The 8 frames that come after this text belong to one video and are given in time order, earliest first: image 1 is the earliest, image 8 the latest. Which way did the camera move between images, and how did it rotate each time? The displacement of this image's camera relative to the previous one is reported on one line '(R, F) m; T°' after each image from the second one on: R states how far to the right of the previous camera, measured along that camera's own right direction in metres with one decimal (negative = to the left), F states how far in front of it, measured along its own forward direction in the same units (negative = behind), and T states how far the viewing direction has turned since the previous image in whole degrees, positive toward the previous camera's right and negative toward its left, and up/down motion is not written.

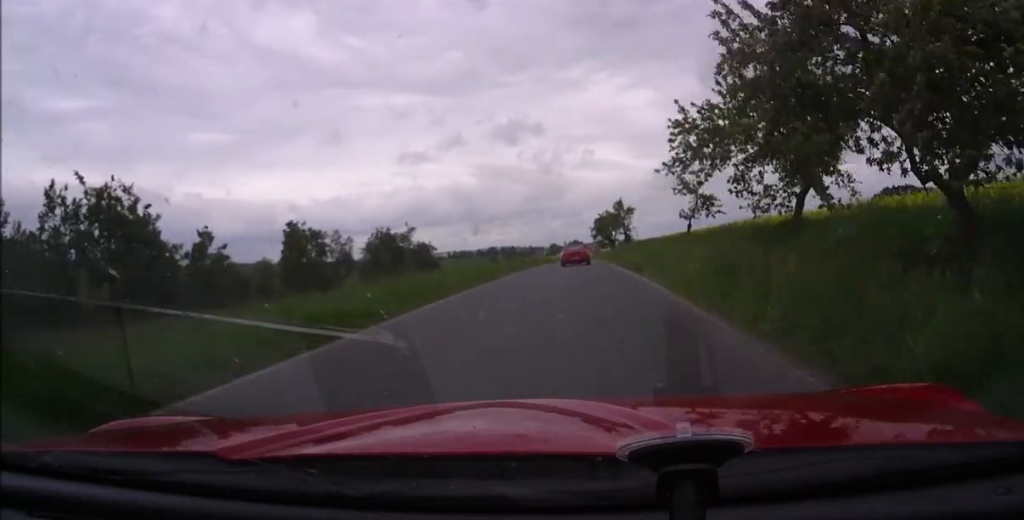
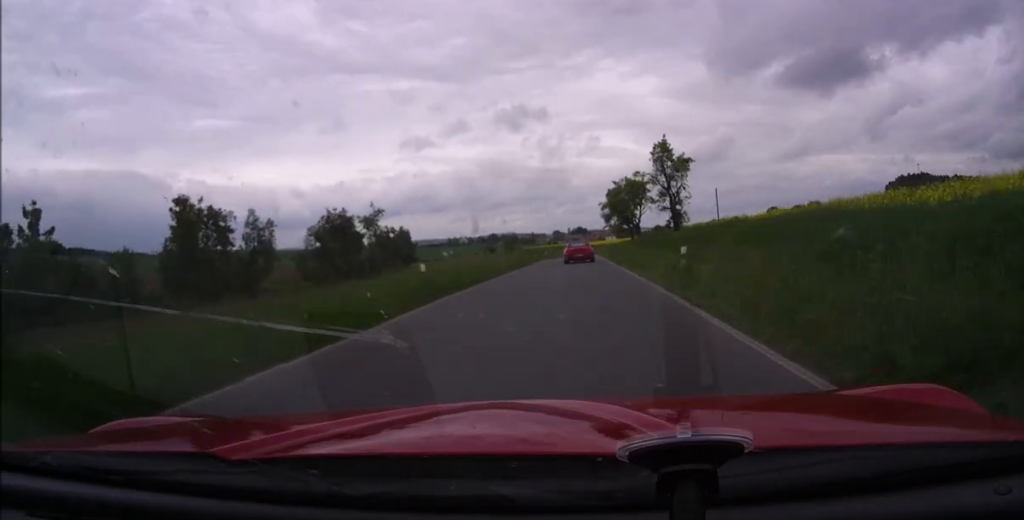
(+0.1, +40.4) m; 0°
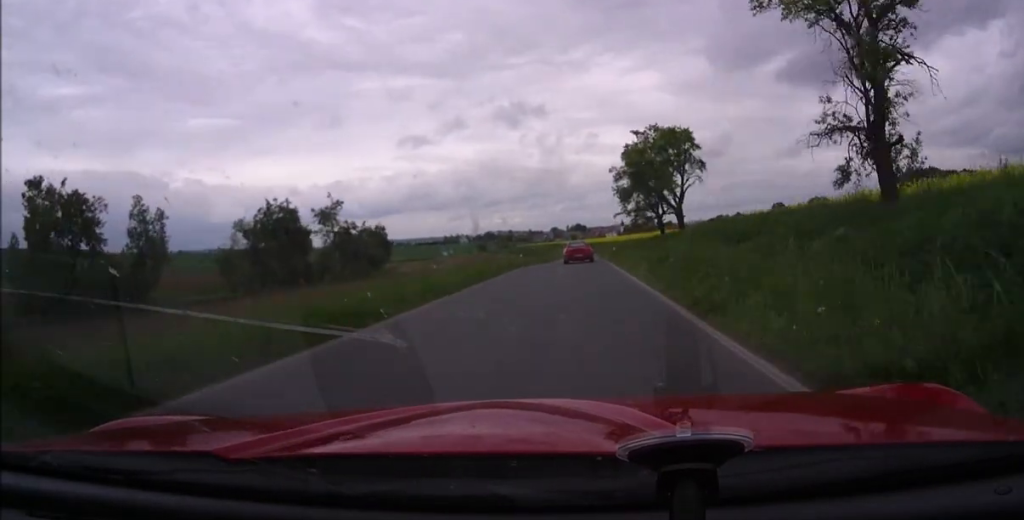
(-0.1, +30.5) m; 0°
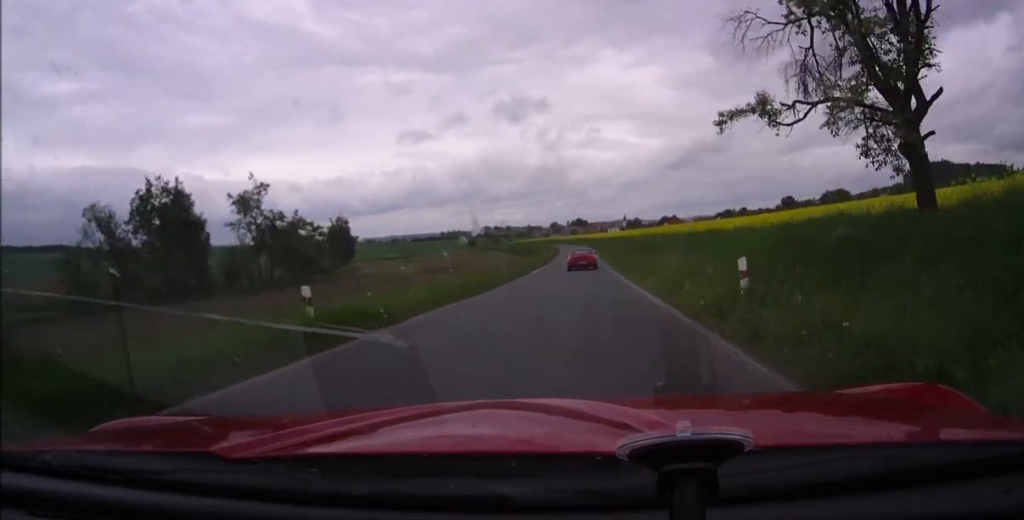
(+0.4, +37.4) m; +1°
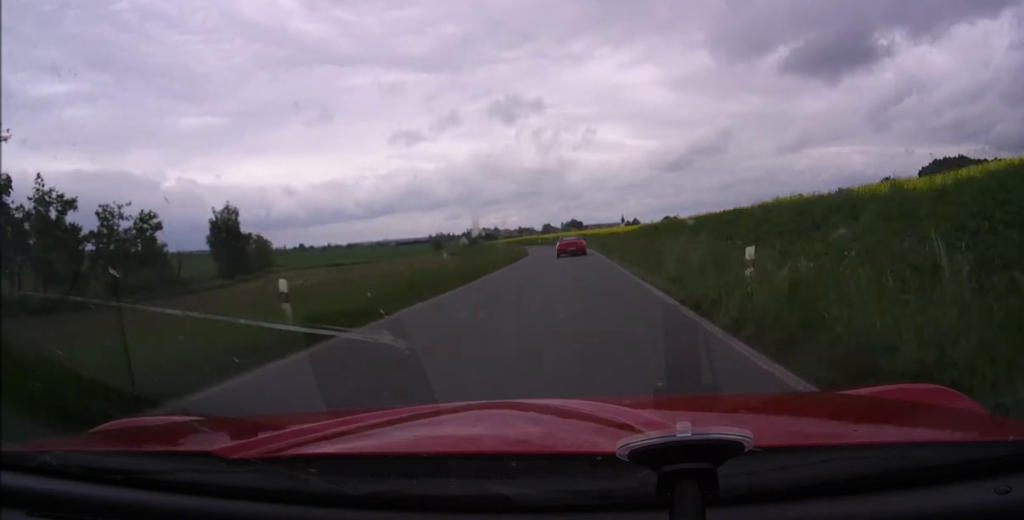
(0.0, +59.5) m; 0°
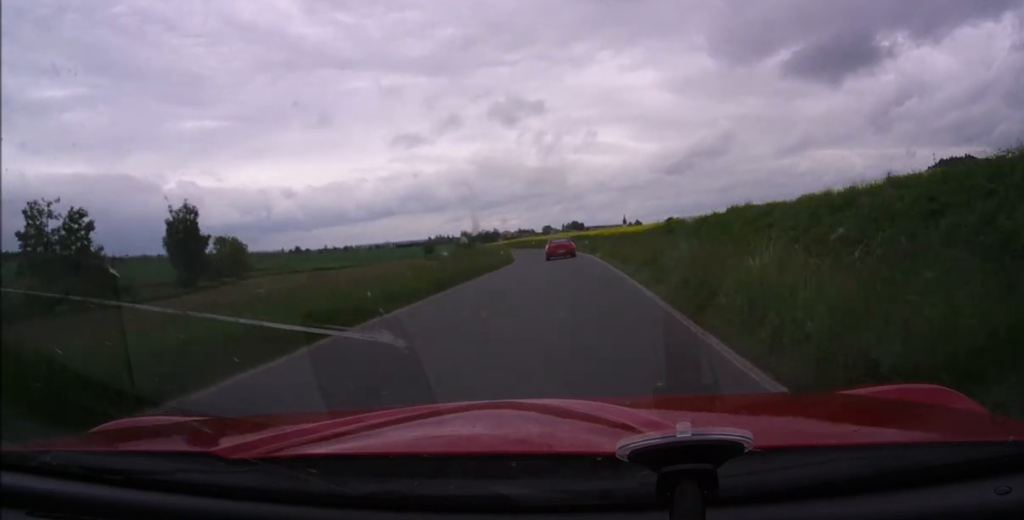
(+0.1, +15.1) m; 0°
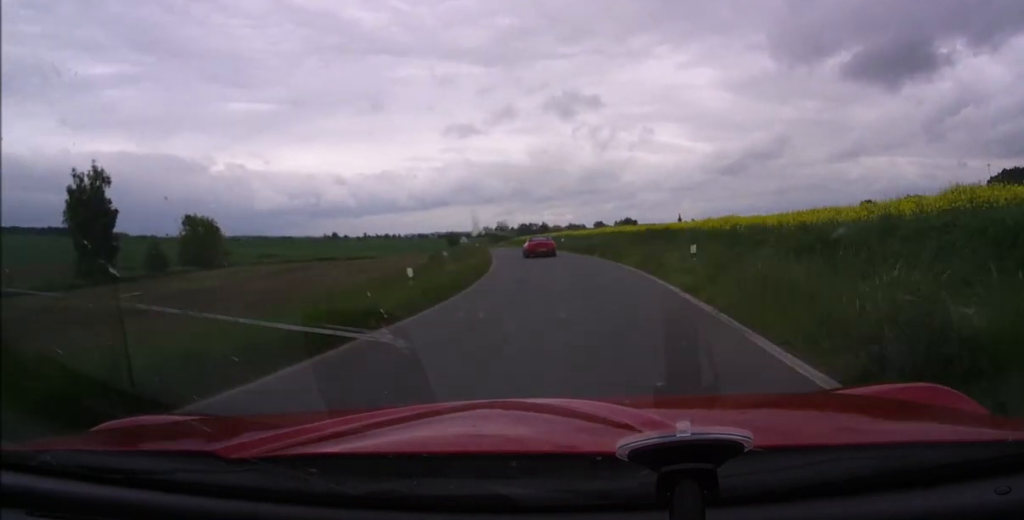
(-0.5, +36.7) m; -3°
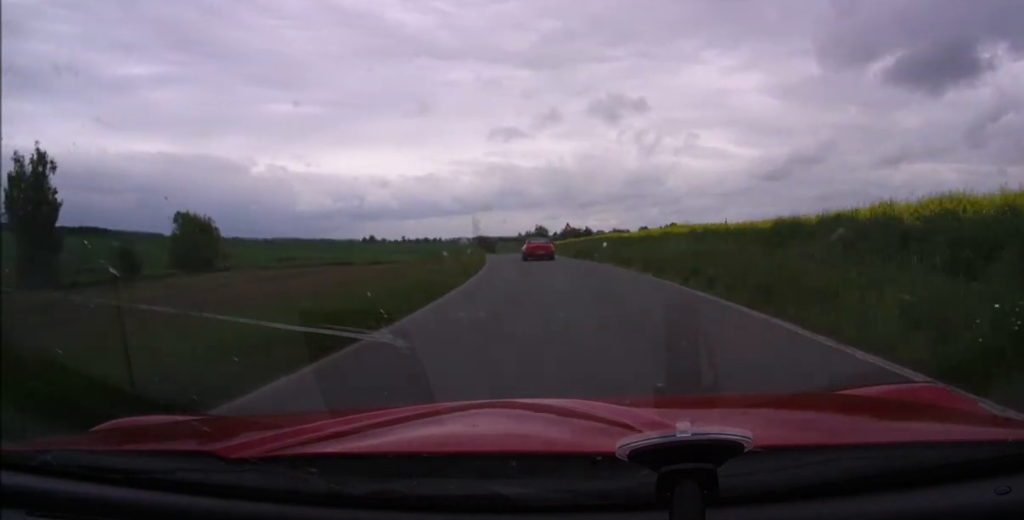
(-0.6, +18.3) m; -3°
